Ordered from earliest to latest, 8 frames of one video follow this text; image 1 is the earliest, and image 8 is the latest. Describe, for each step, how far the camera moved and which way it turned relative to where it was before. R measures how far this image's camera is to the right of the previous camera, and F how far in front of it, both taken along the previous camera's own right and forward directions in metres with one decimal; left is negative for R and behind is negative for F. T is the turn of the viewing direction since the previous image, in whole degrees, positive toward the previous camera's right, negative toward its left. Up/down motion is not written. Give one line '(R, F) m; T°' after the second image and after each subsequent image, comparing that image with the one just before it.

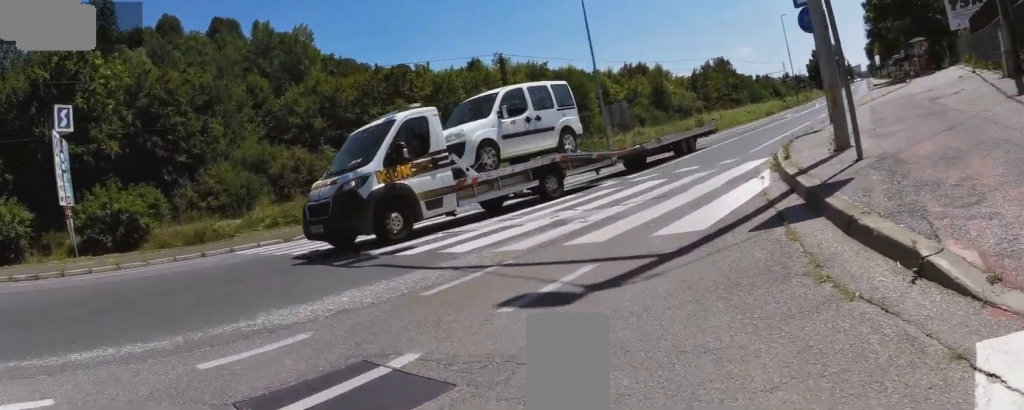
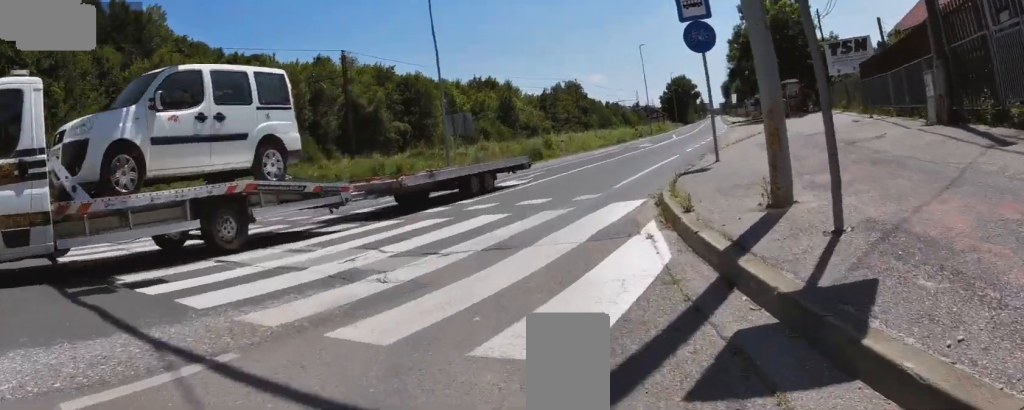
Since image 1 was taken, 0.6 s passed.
(+0.4, +2.7) m; +8°
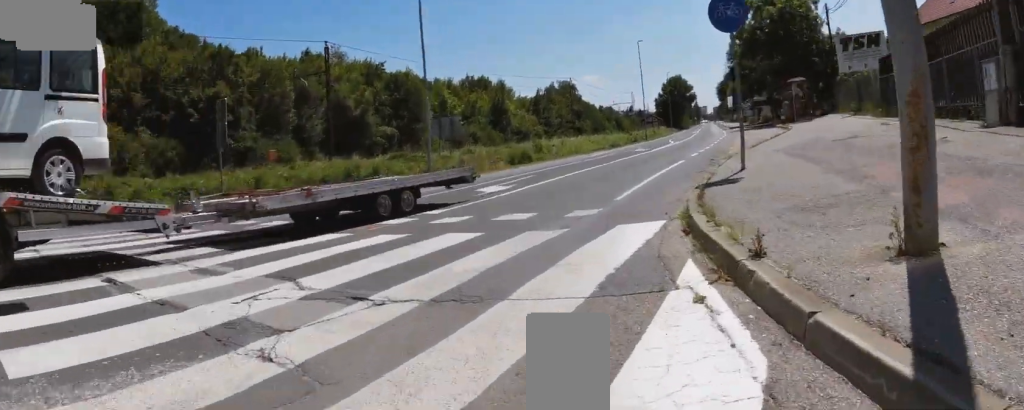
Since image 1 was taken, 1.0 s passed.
(-0.3, +2.3) m; +2°
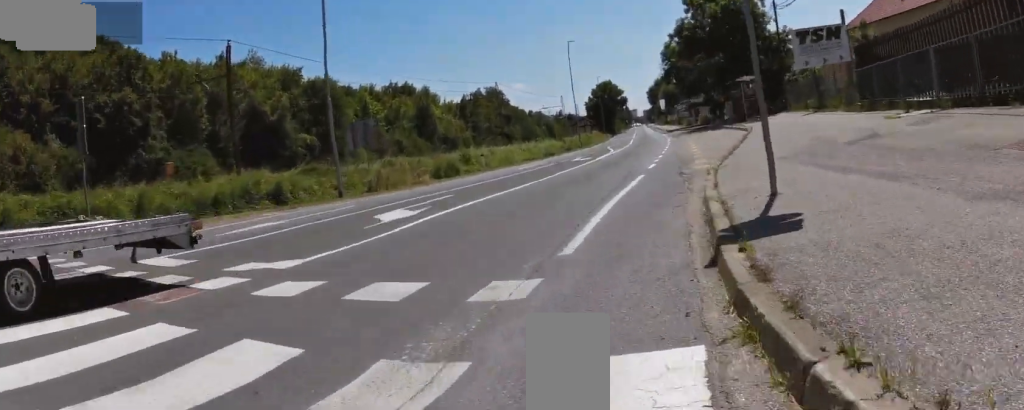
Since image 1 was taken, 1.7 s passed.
(+0.1, +3.7) m; +4°
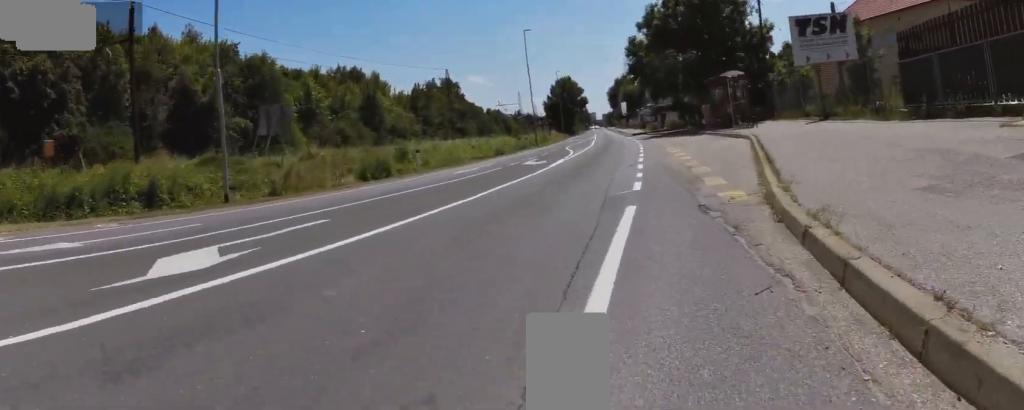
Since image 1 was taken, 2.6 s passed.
(+0.6, +5.4) m; +6°
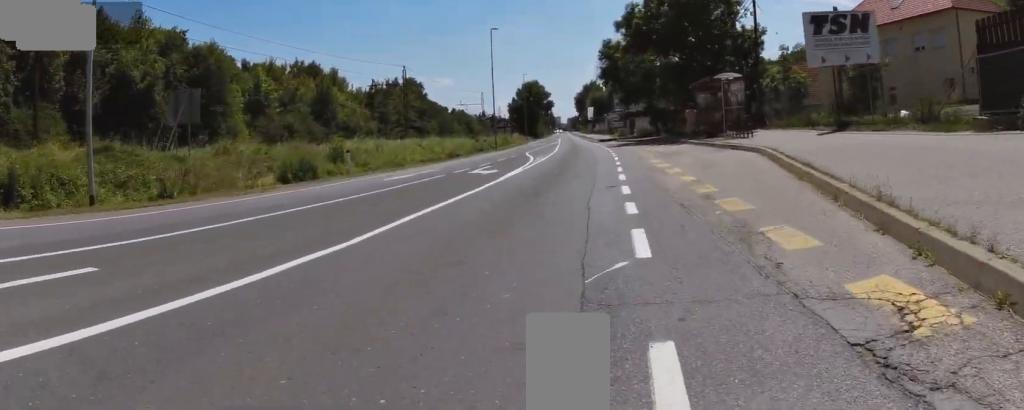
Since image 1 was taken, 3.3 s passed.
(0.0, +4.7) m; 0°
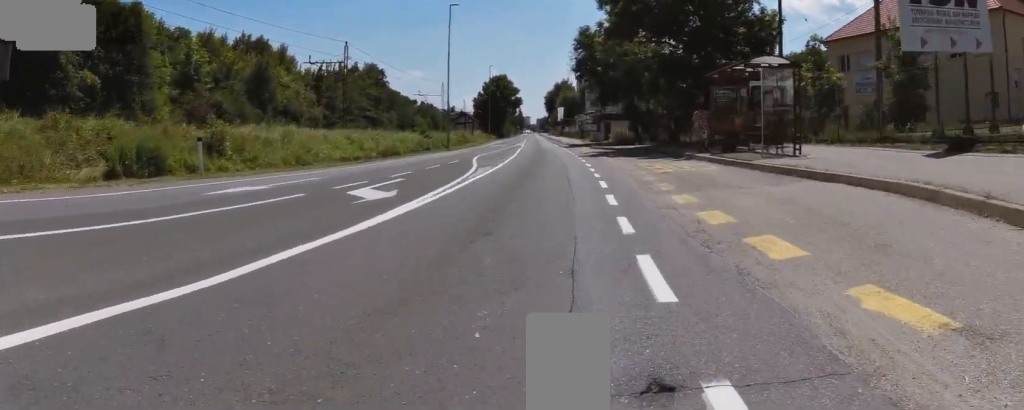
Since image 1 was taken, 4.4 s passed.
(0.0, +8.5) m; 0°
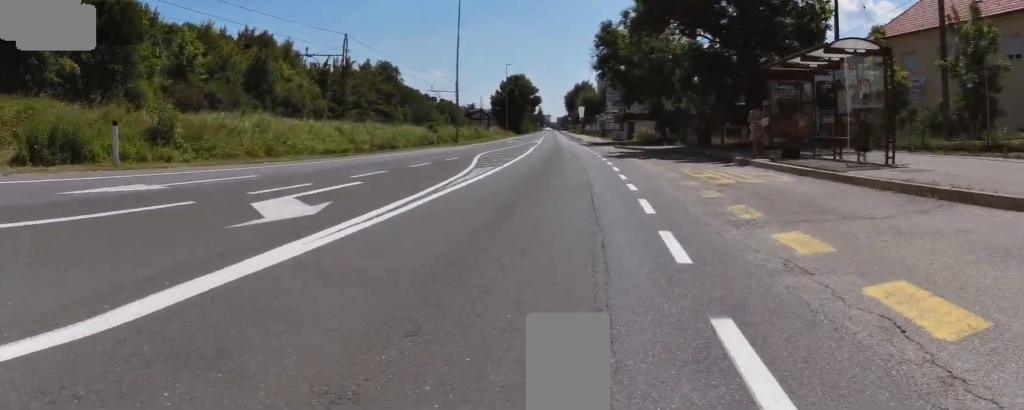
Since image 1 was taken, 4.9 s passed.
(0.0, +4.2) m; 0°
